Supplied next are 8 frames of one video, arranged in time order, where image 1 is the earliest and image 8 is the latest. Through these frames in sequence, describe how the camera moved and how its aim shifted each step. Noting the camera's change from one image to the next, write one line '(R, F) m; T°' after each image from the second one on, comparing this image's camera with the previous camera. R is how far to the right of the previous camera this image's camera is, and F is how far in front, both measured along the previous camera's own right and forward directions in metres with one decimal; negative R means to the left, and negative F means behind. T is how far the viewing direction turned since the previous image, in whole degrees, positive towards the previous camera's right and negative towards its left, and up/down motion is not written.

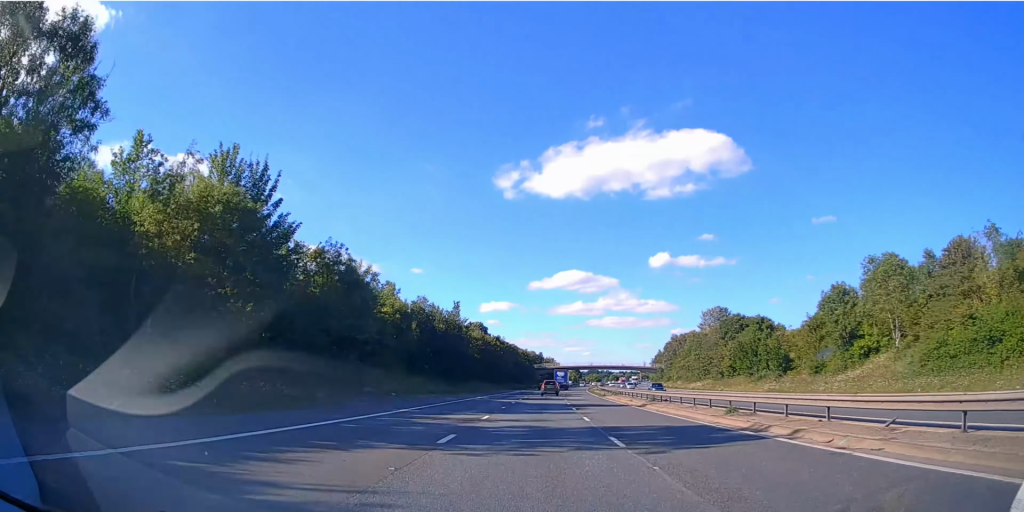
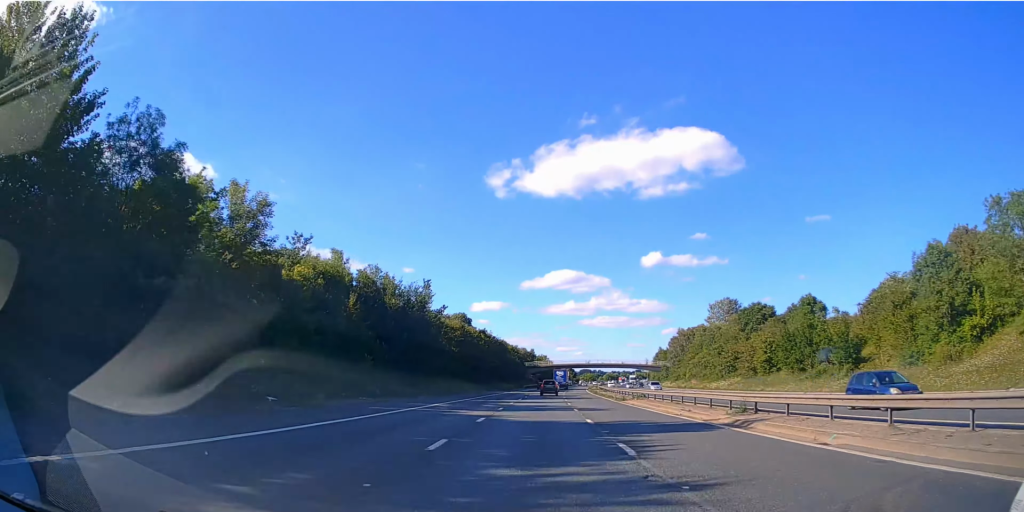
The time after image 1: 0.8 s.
(+0.1, +19.0) m; +1°
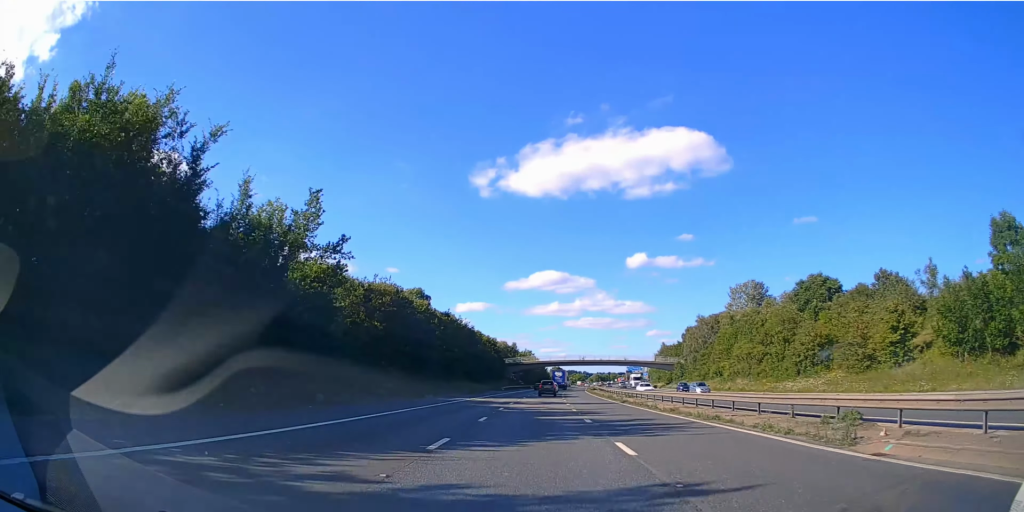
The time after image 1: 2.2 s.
(+0.4, +36.3) m; +1°
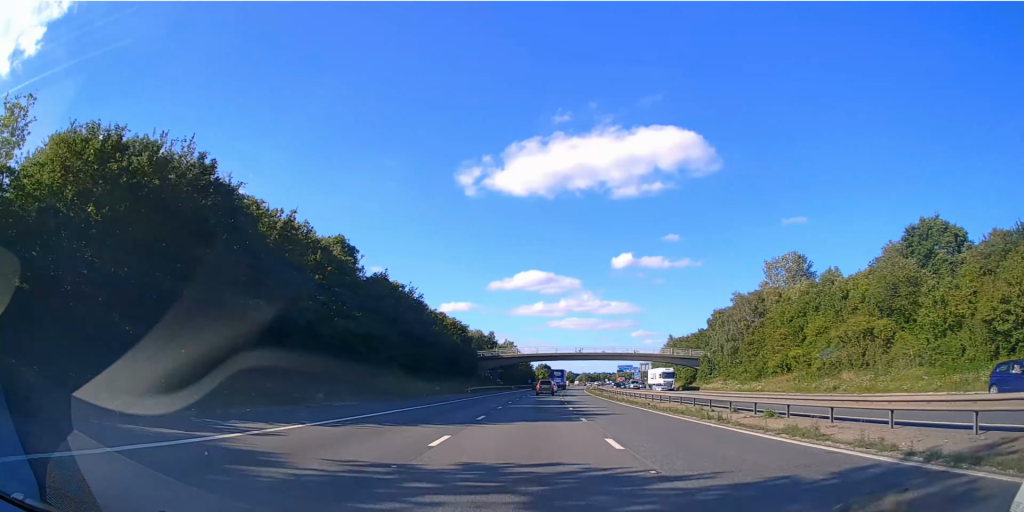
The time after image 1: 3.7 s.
(+0.4, +35.4) m; +1°
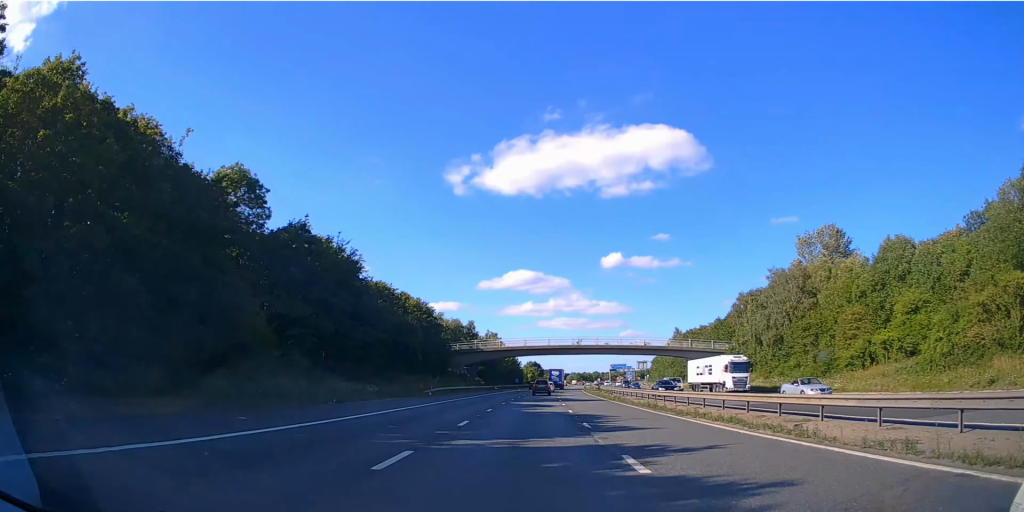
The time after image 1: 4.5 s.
(+0.2, +21.5) m; +1°
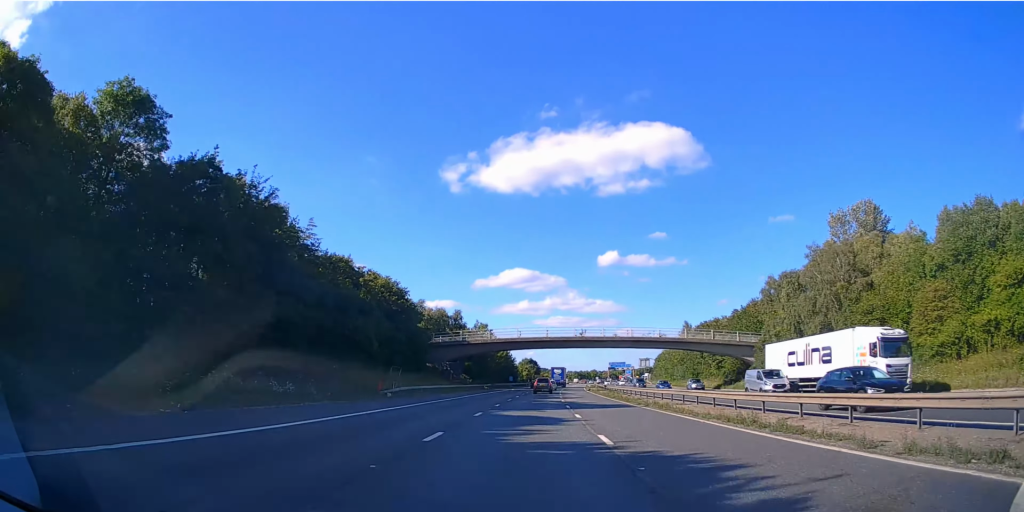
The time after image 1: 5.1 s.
(+0.1, +14.8) m; 0°
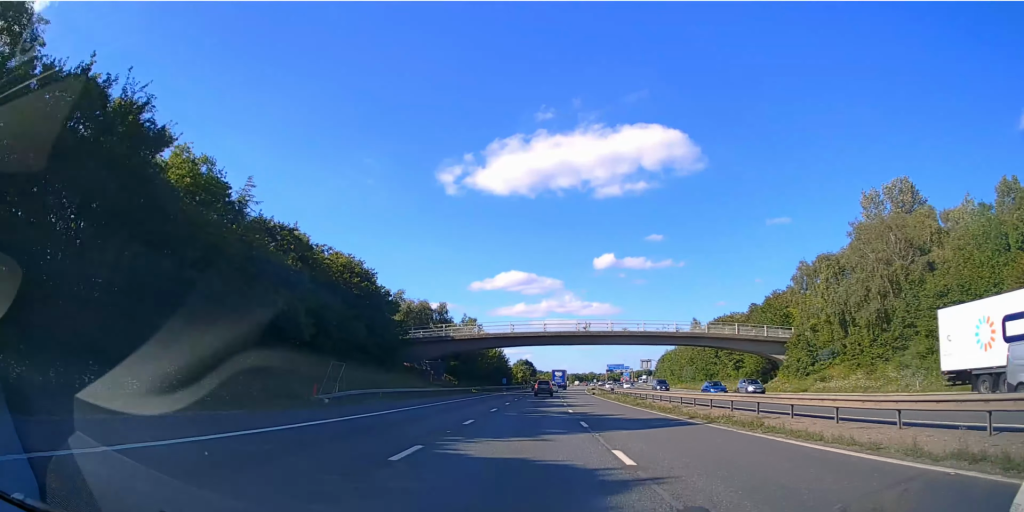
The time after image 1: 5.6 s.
(0.0, +12.3) m; 0°
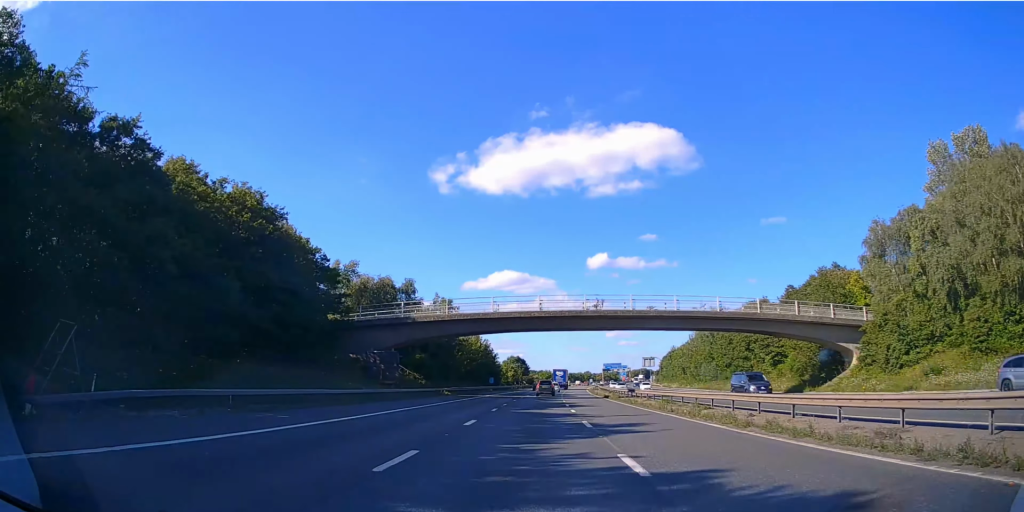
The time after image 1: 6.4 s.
(+0.1, +19.6) m; +1°
